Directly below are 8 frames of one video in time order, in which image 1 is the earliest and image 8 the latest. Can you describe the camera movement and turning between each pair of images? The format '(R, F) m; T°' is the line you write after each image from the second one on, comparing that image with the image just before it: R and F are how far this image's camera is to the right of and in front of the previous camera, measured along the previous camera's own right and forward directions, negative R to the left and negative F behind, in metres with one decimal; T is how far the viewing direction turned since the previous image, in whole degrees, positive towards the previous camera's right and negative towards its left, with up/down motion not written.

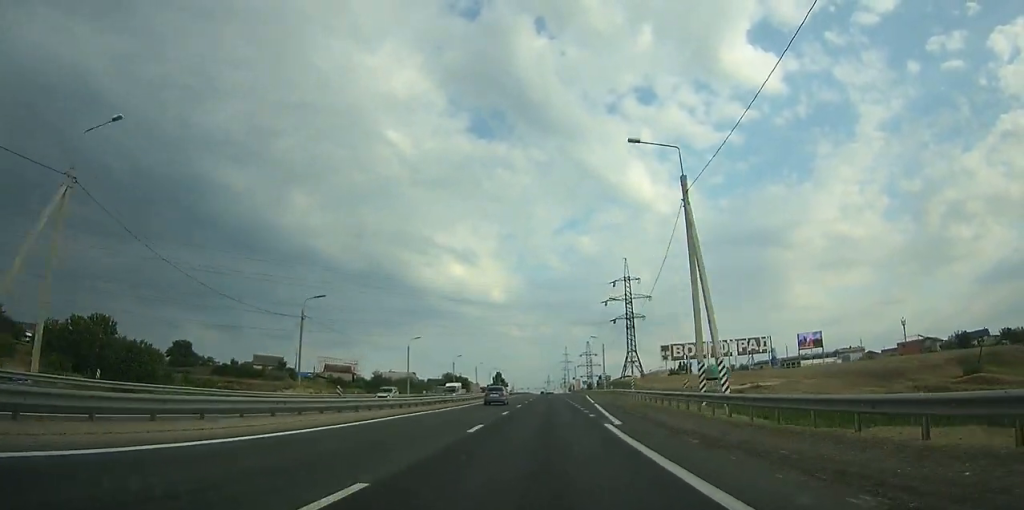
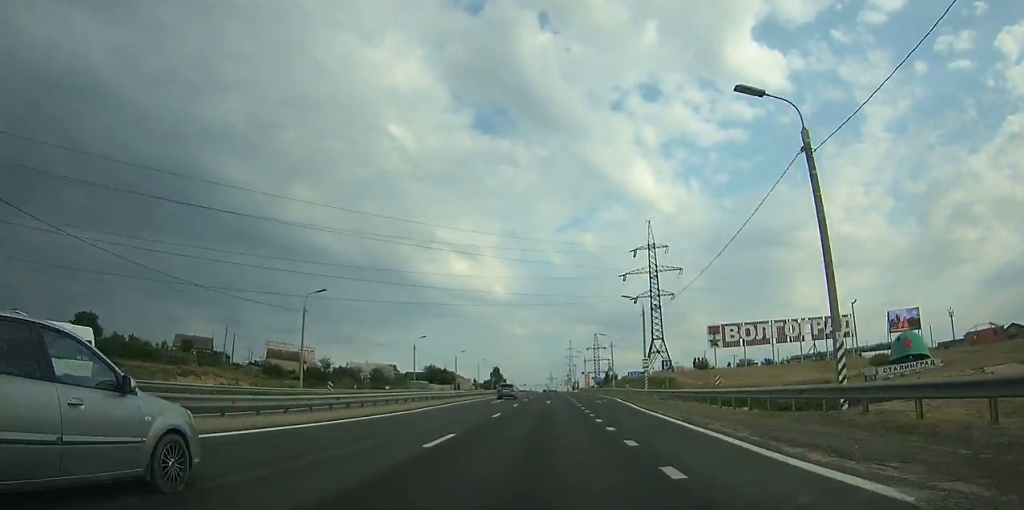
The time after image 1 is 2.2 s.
(0.0, +41.5) m; 0°
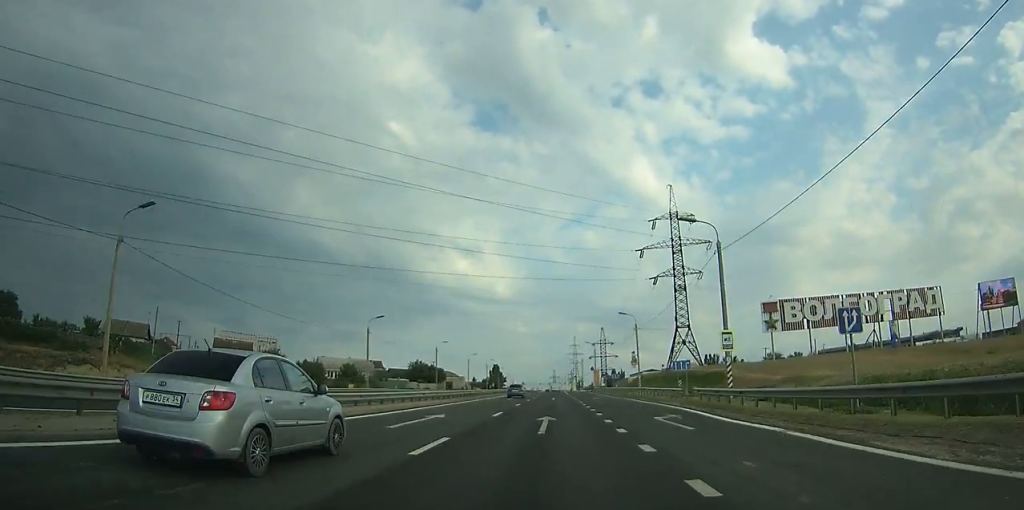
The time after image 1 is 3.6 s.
(0.0, +26.1) m; 0°
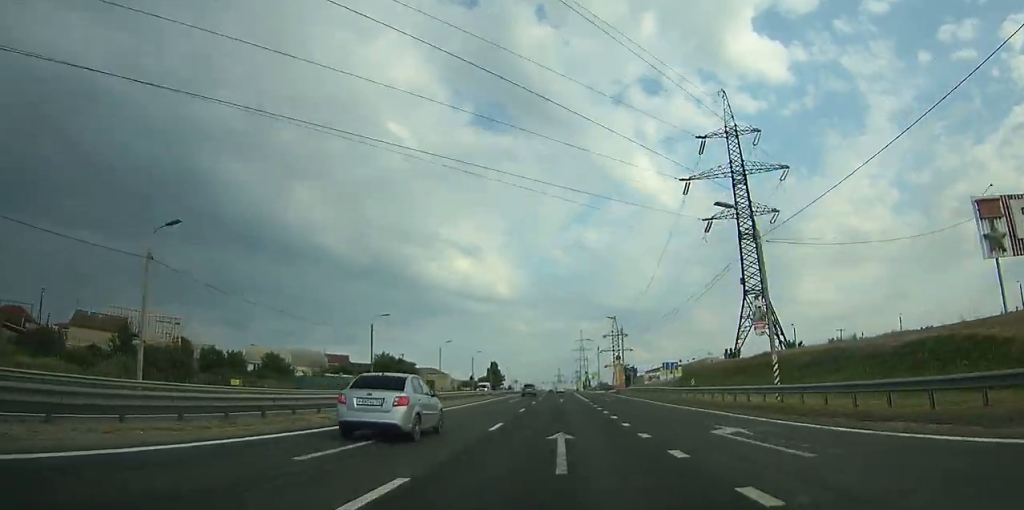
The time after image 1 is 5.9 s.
(-0.1, +41.8) m; 0°
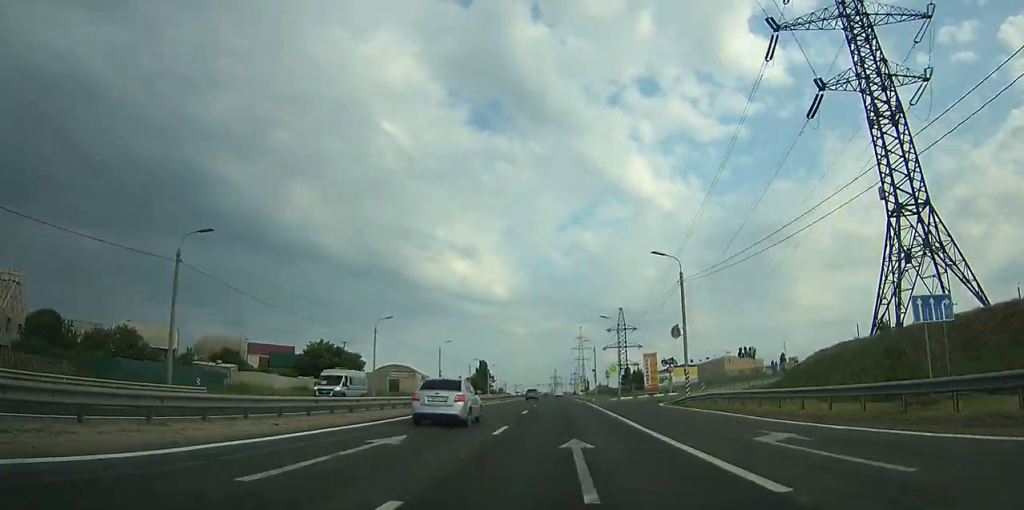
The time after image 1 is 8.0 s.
(0.0, +37.5) m; 0°
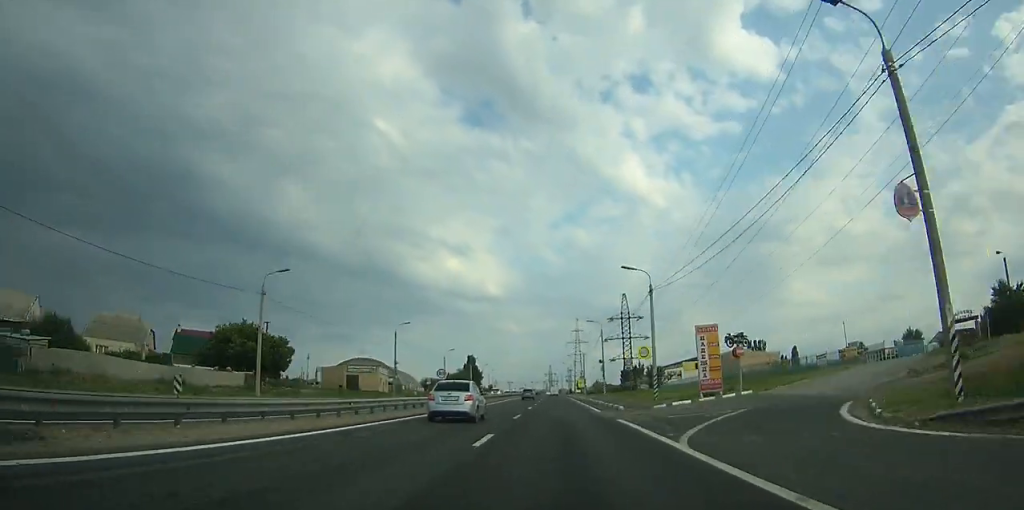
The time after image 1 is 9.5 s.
(+0.1, +26.3) m; 0°
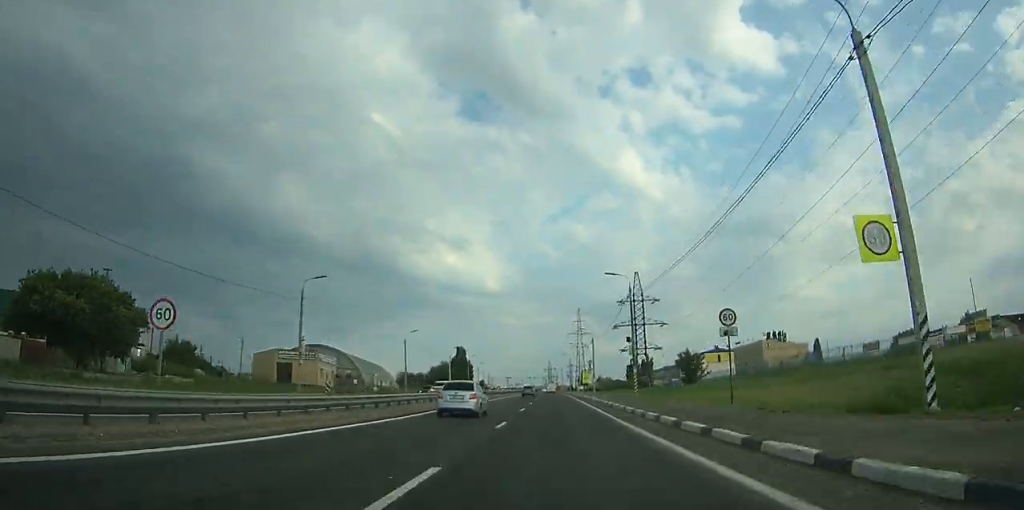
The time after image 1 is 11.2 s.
(+0.1, +30.0) m; 0°
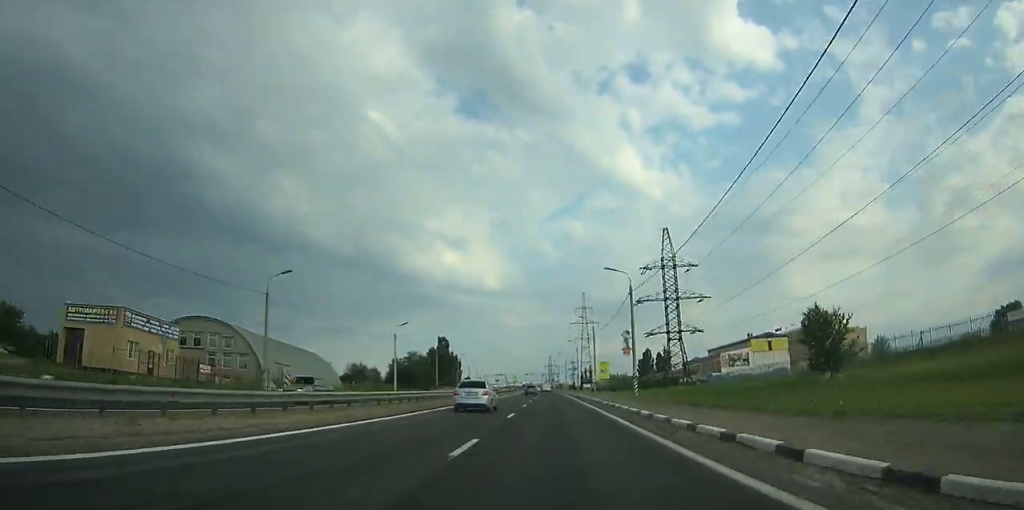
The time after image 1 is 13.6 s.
(0.0, +43.0) m; 0°
